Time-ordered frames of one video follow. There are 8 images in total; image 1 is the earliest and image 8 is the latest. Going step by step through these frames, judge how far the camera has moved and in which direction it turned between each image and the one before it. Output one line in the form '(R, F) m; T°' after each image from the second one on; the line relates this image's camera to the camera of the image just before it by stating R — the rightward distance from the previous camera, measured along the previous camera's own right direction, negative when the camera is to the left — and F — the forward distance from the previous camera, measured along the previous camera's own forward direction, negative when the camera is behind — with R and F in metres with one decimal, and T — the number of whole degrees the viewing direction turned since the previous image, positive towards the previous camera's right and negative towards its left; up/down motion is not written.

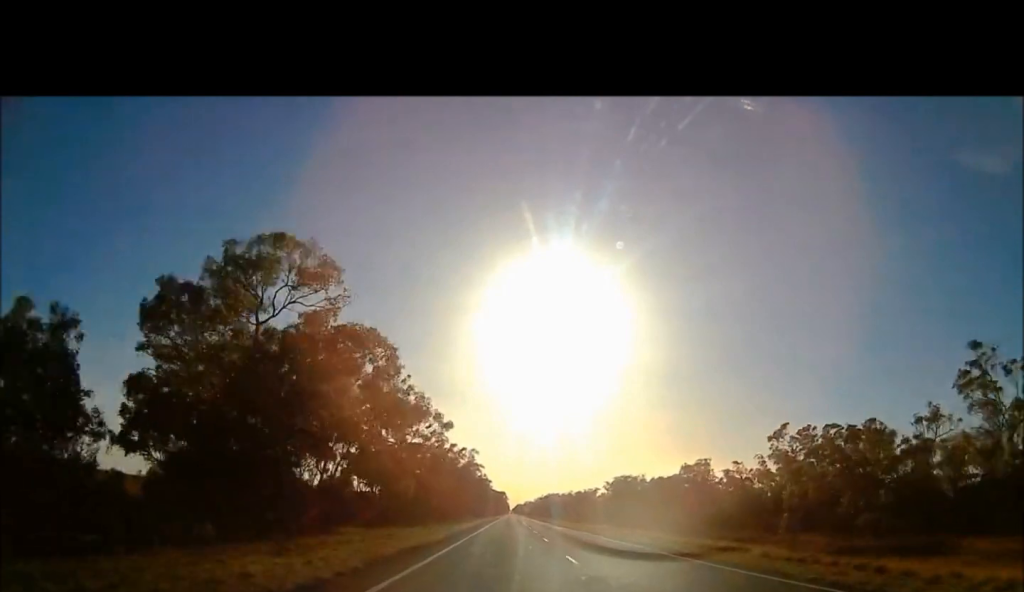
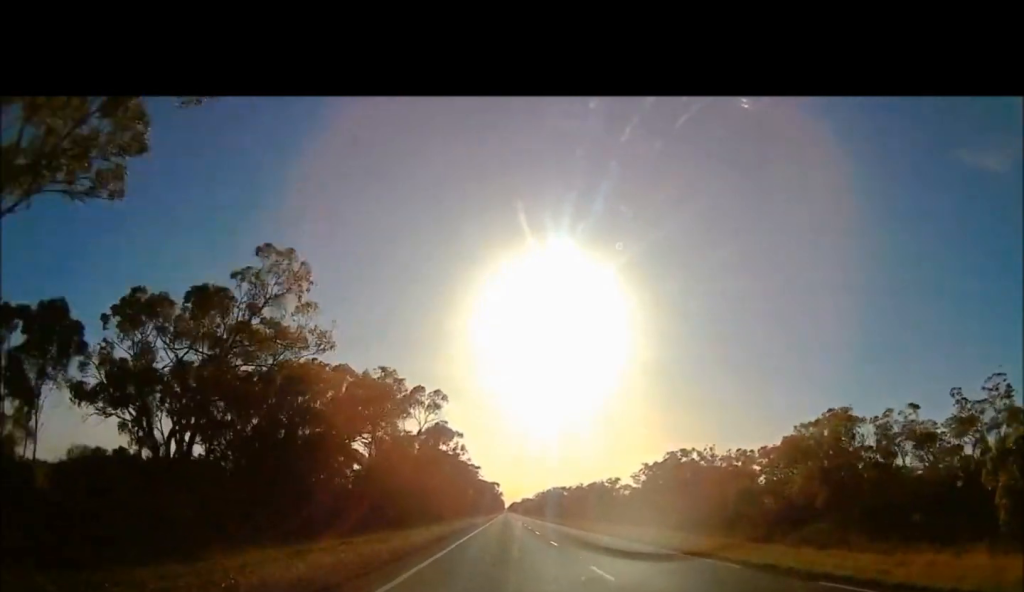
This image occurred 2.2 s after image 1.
(-1.0, +81.1) m; +1°
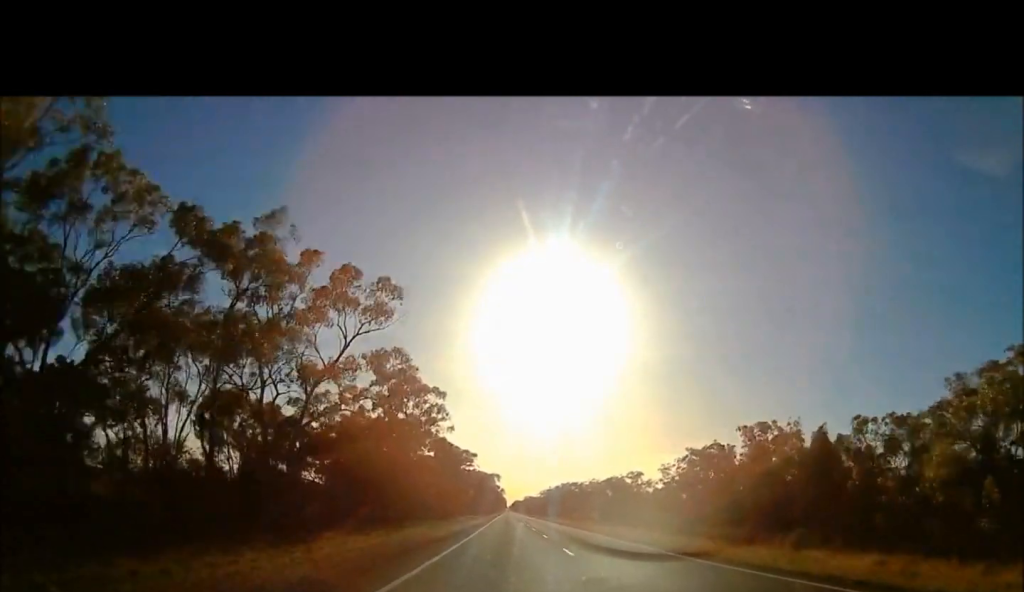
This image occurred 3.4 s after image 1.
(+0.6, +40.2) m; 0°
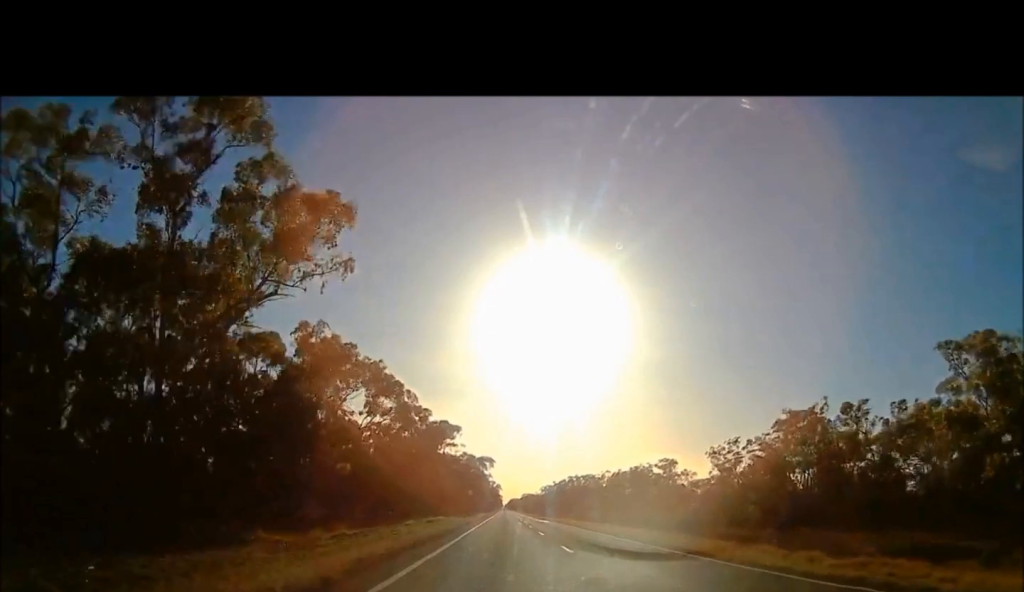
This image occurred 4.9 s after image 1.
(-1.3, +45.3) m; -2°
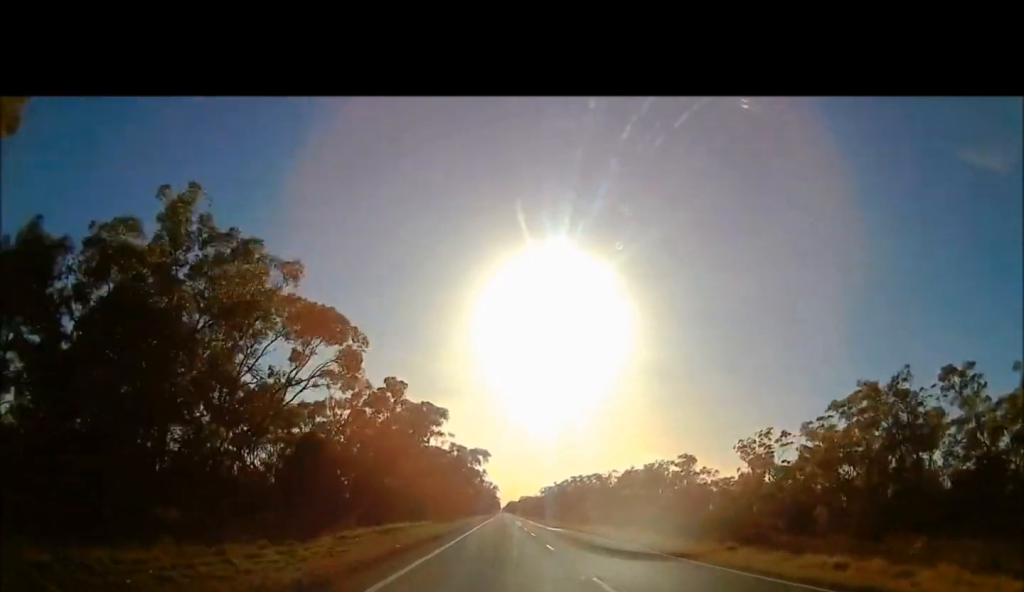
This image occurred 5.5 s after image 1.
(-0.4, +19.4) m; 0°
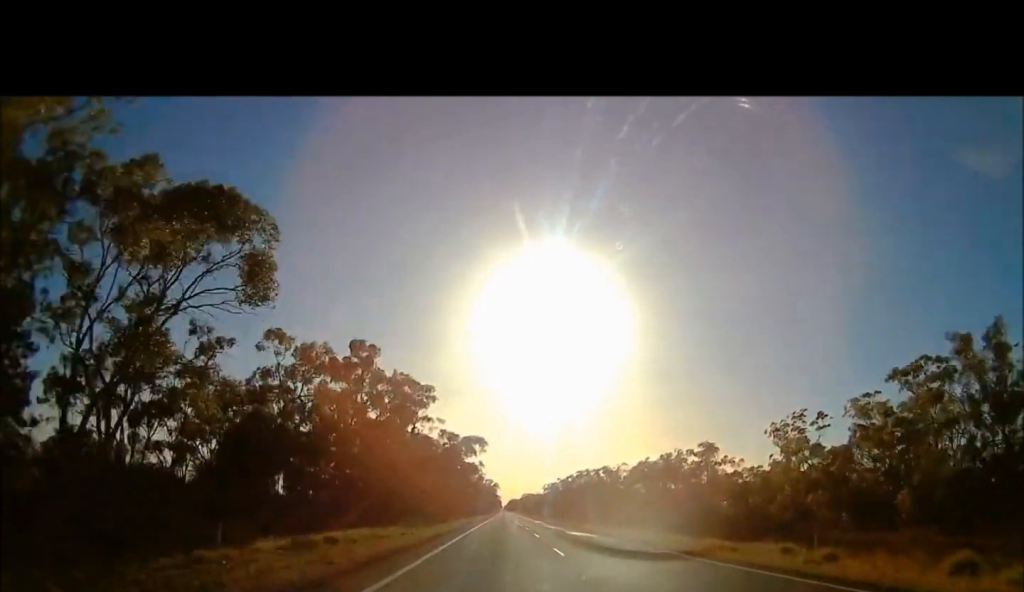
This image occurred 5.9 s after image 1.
(+0.3, +13.8) m; +1°
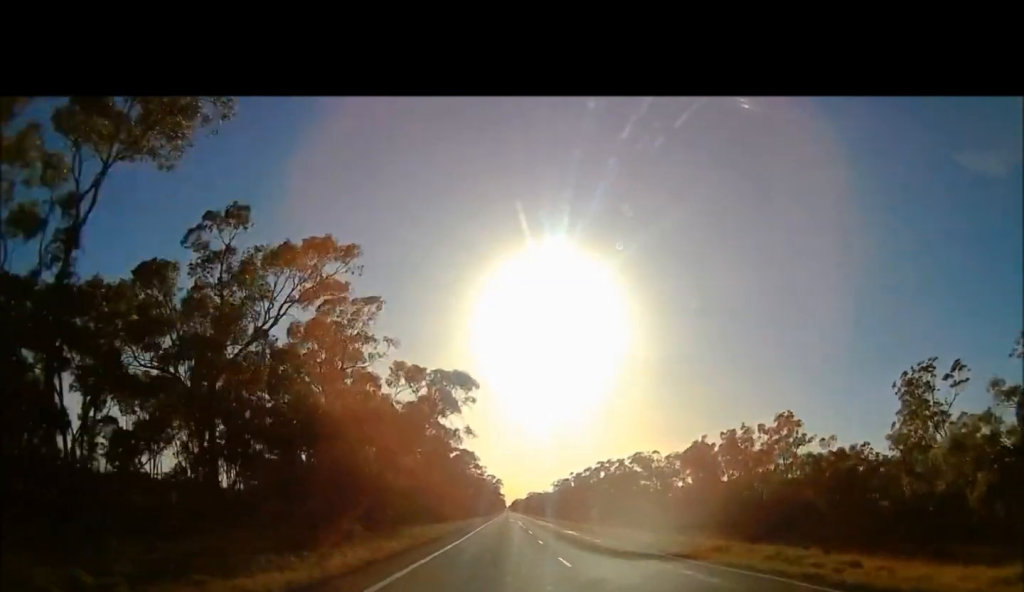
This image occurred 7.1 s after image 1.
(+0.7, +33.1) m; +1°
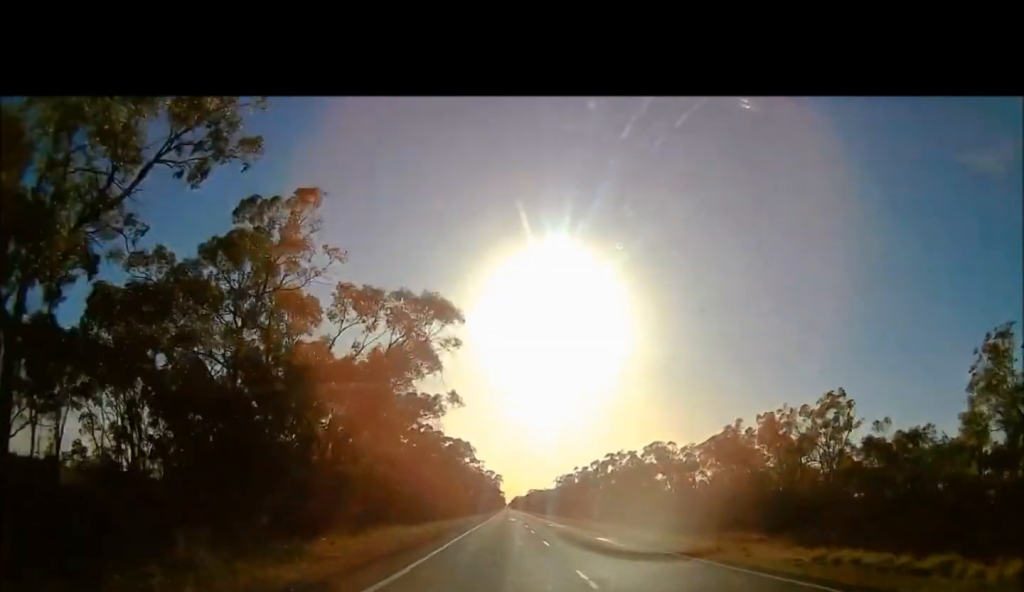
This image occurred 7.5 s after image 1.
(+0.2, +13.7) m; 0°
